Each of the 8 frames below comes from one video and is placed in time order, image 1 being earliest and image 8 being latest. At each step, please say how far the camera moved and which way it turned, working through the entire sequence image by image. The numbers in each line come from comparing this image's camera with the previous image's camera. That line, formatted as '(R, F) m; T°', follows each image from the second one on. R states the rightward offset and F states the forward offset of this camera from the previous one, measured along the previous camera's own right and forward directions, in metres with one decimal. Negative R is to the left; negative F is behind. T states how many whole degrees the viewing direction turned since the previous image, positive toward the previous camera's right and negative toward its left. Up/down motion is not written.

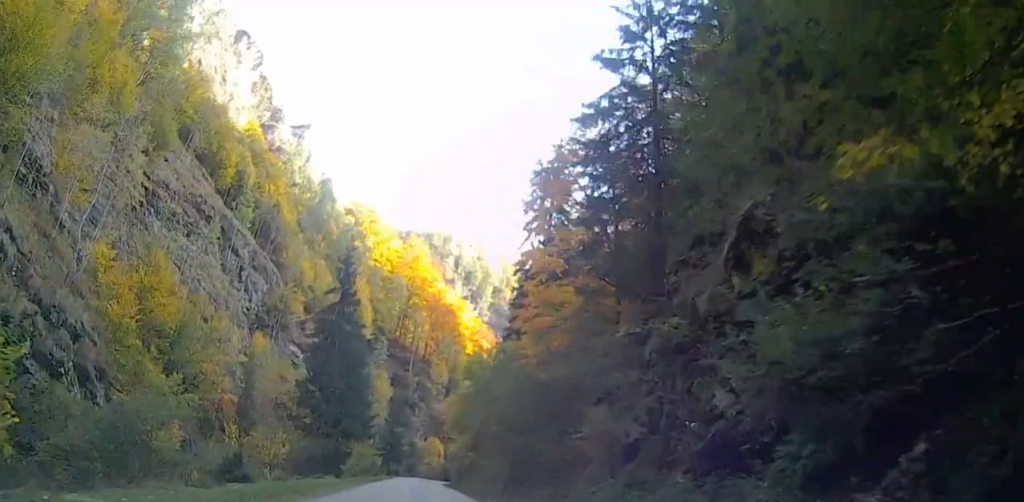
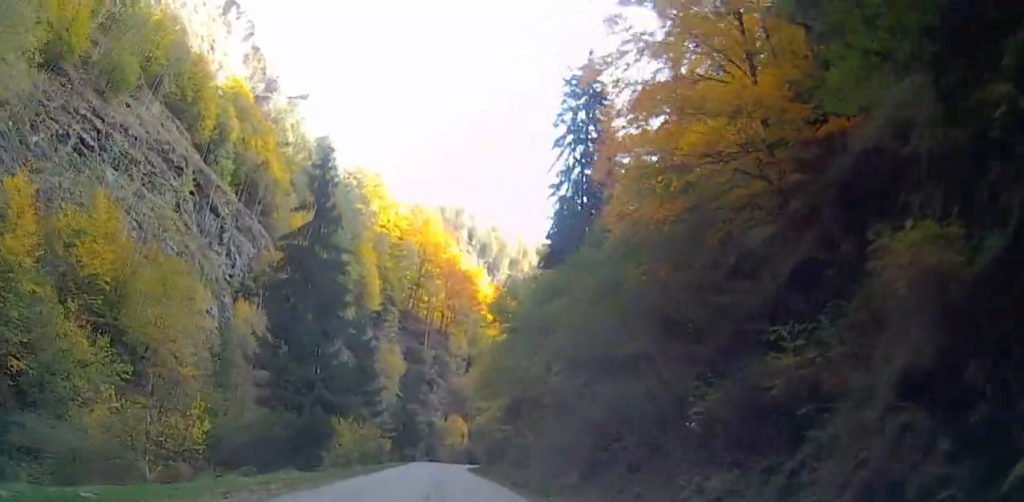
(-0.1, +16.9) m; 0°
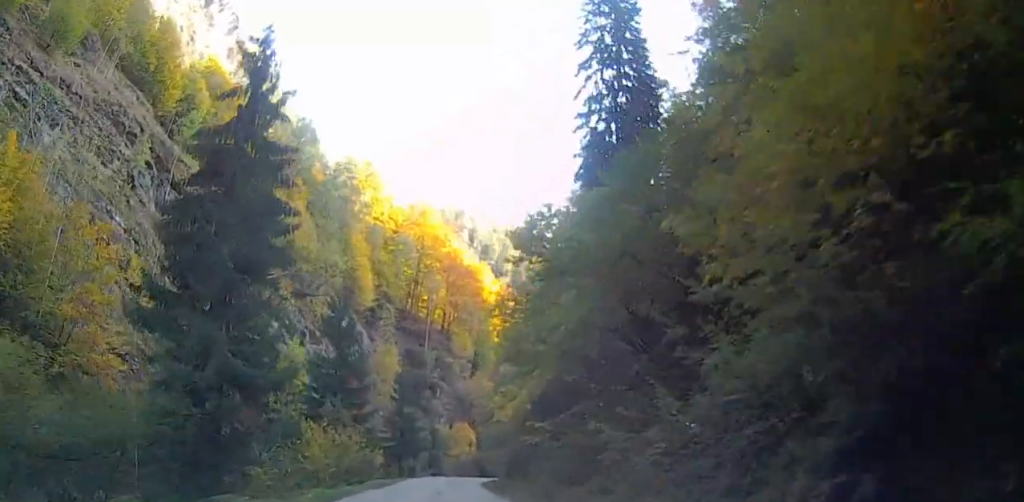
(+0.1, +14.9) m; 0°
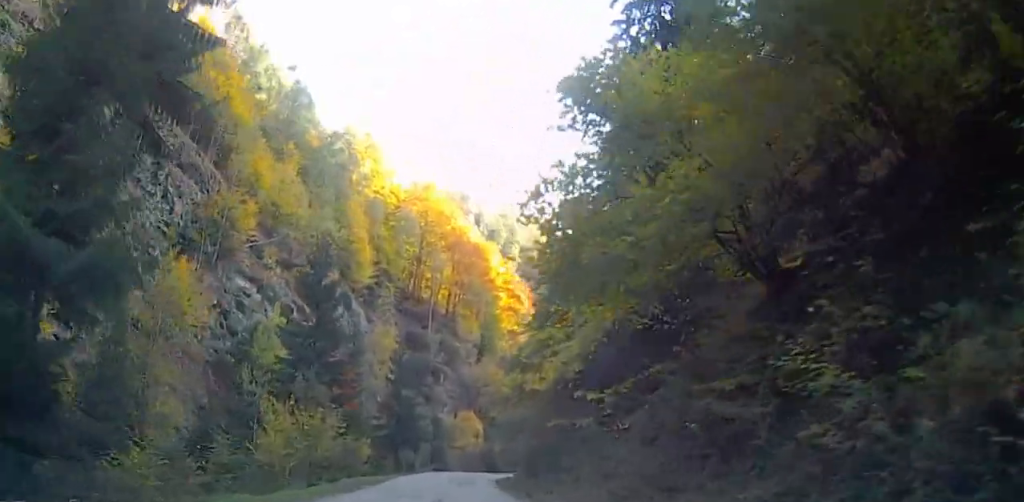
(0.0, +10.7) m; 0°
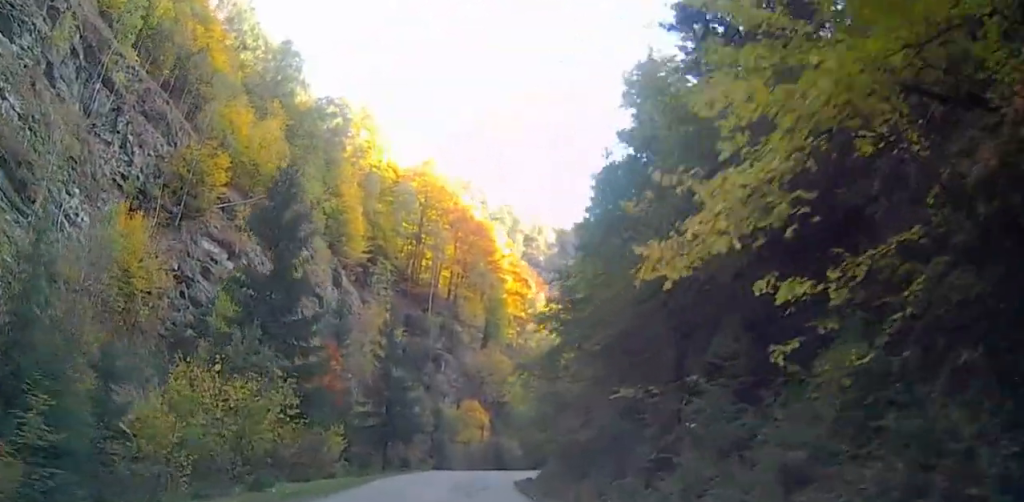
(0.0, +12.1) m; 0°
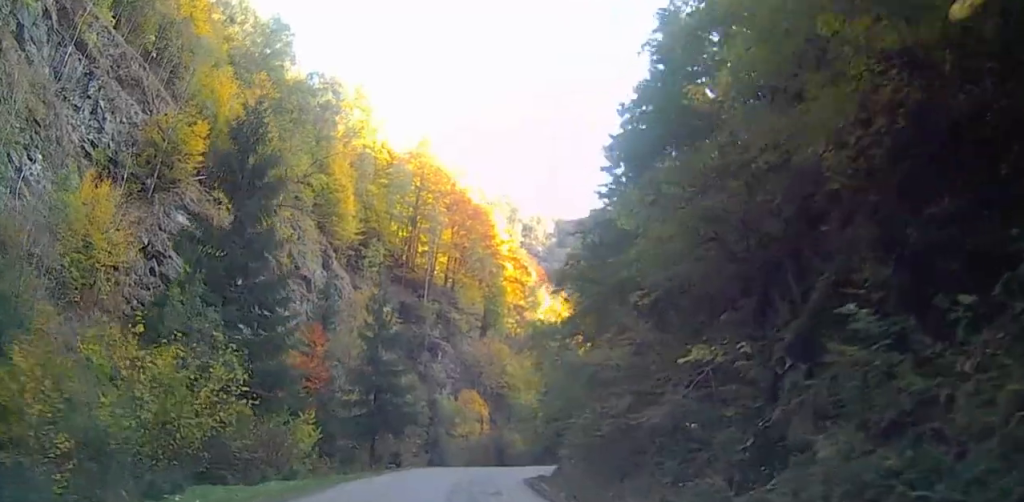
(0.0, +6.5) m; -1°
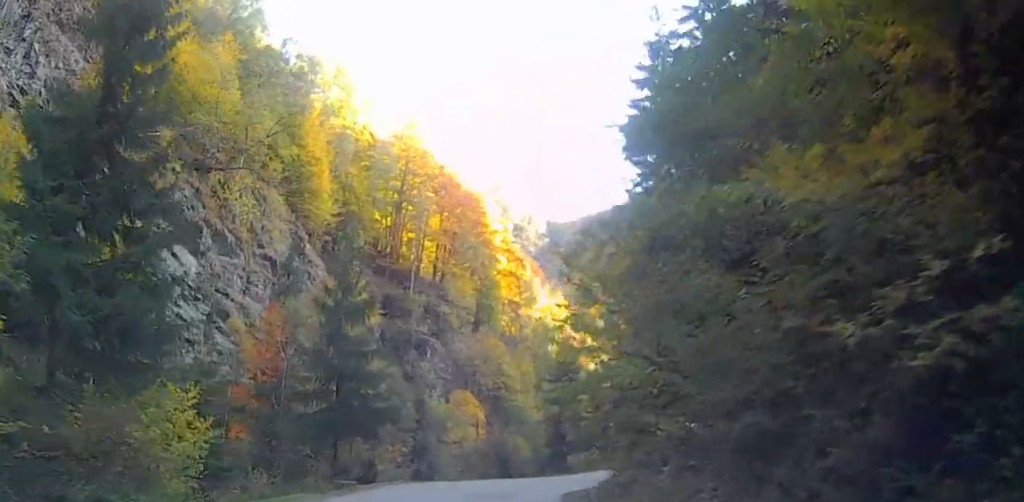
(-0.2, +12.2) m; +2°
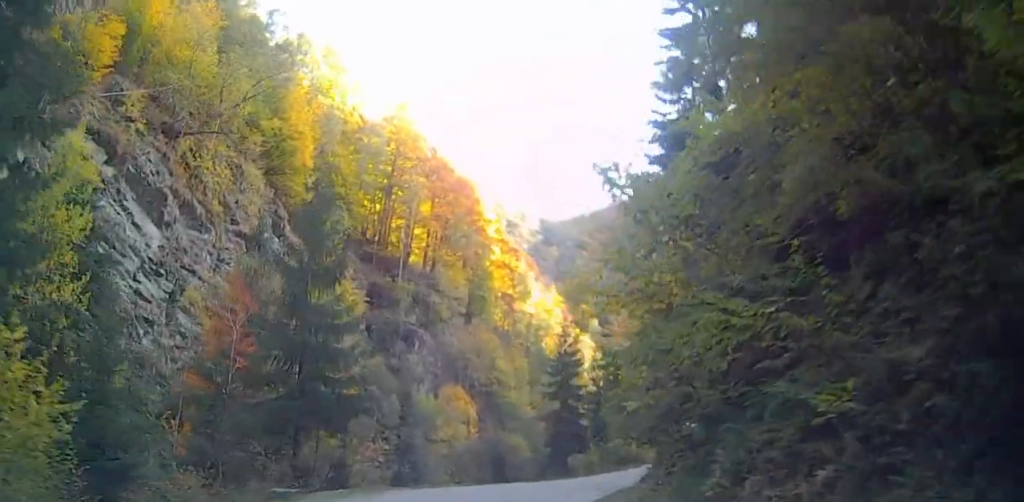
(-0.3, +6.7) m; +2°
